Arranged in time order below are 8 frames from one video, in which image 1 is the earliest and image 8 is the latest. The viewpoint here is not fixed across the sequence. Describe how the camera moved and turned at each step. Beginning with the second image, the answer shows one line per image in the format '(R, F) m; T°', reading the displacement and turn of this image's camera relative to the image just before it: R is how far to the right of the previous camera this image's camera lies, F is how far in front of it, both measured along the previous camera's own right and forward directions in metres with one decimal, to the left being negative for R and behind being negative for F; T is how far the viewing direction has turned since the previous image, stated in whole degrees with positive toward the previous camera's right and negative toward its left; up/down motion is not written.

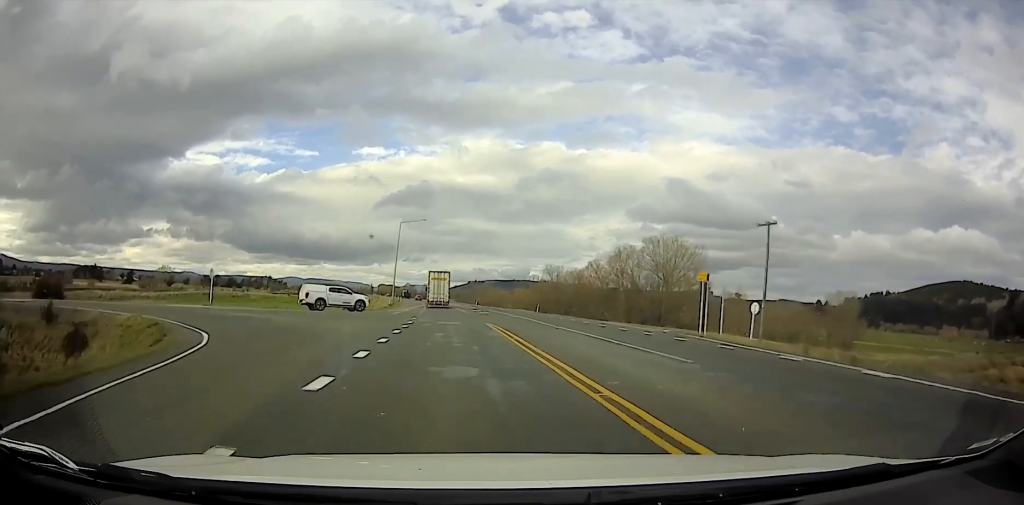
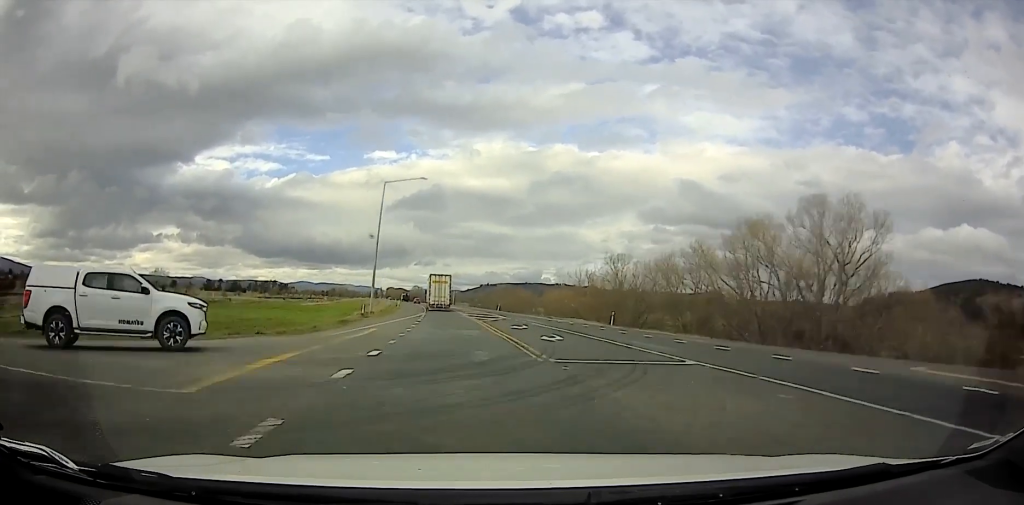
(+0.2, +38.1) m; 0°
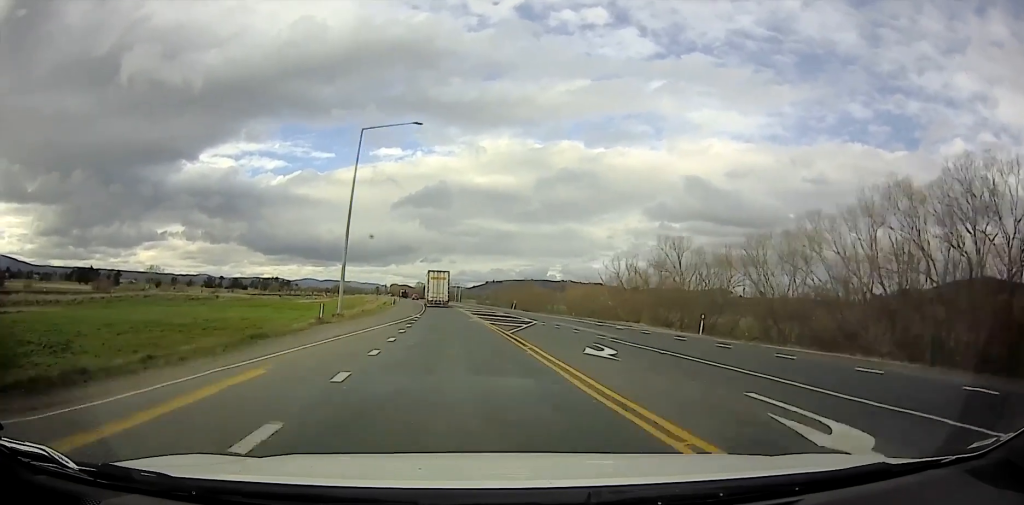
(-0.1, +18.3) m; 0°
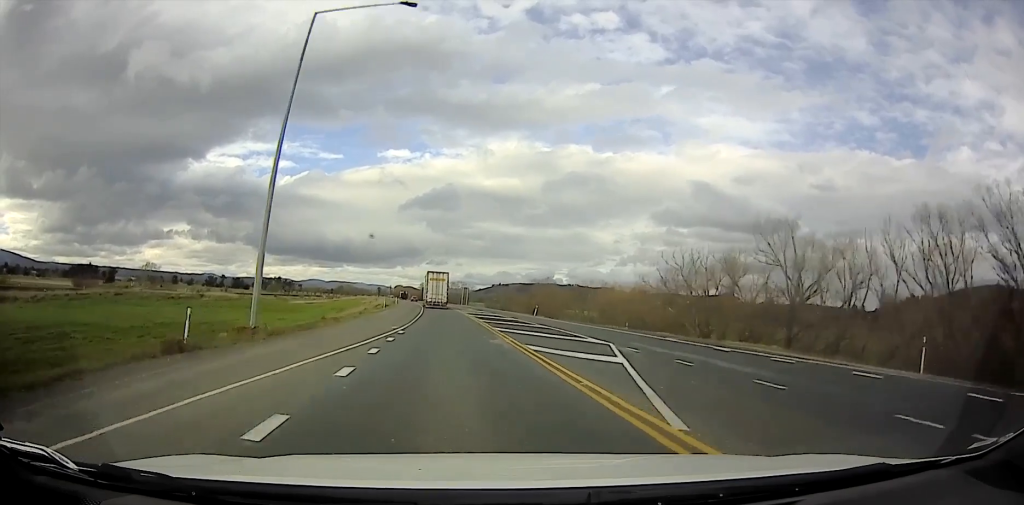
(-0.2, +17.5) m; 0°
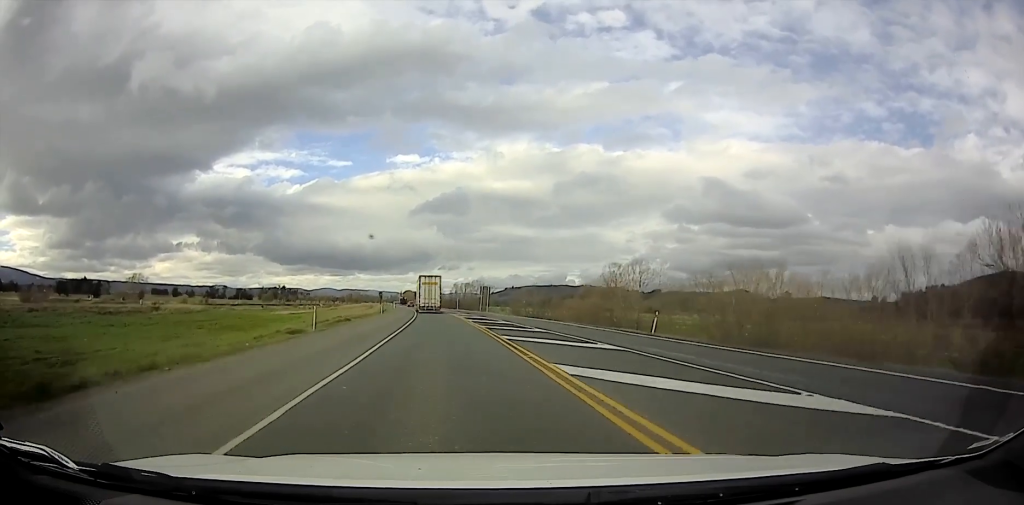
(+0.3, +35.3) m; -1°
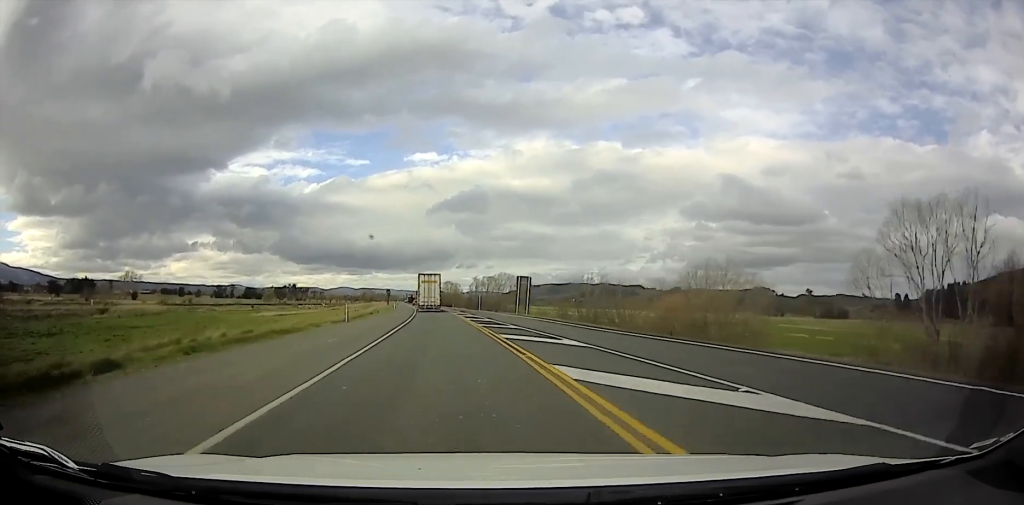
(-0.7, +28.9) m; -2°
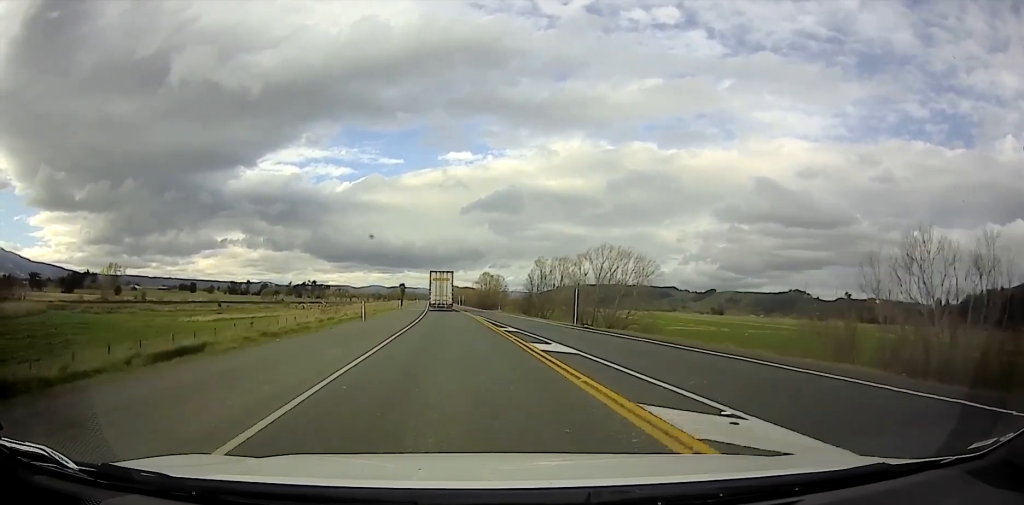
(+0.6, +49.8) m; +1°
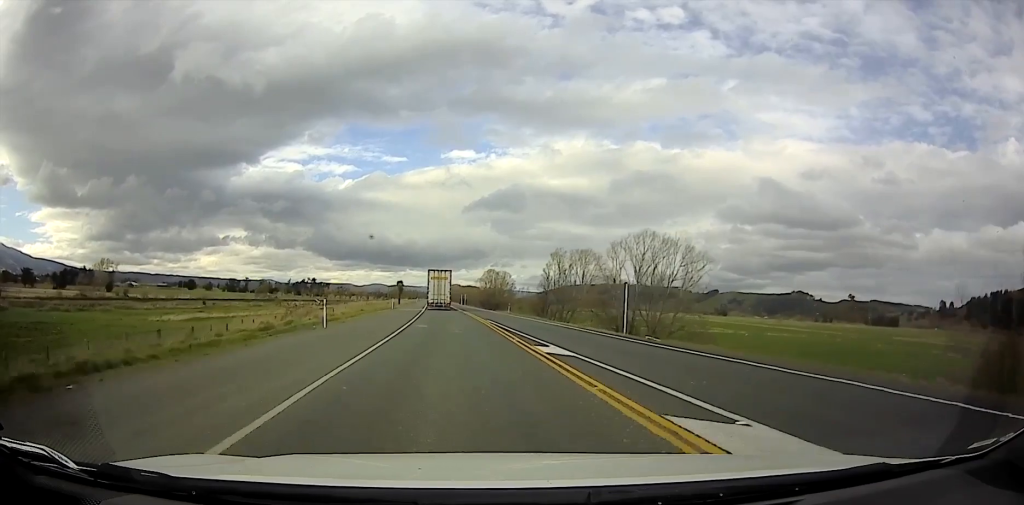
(0.0, +10.3) m; 0°
